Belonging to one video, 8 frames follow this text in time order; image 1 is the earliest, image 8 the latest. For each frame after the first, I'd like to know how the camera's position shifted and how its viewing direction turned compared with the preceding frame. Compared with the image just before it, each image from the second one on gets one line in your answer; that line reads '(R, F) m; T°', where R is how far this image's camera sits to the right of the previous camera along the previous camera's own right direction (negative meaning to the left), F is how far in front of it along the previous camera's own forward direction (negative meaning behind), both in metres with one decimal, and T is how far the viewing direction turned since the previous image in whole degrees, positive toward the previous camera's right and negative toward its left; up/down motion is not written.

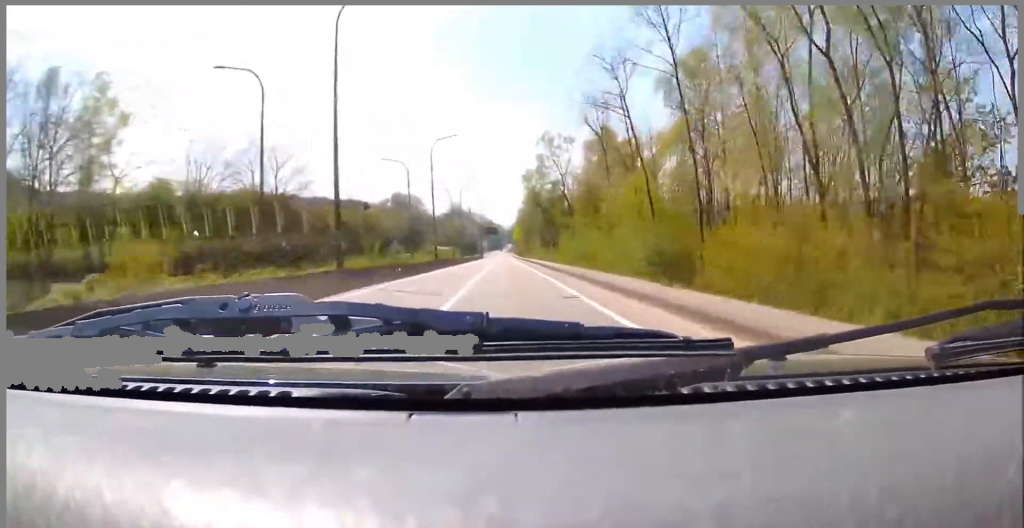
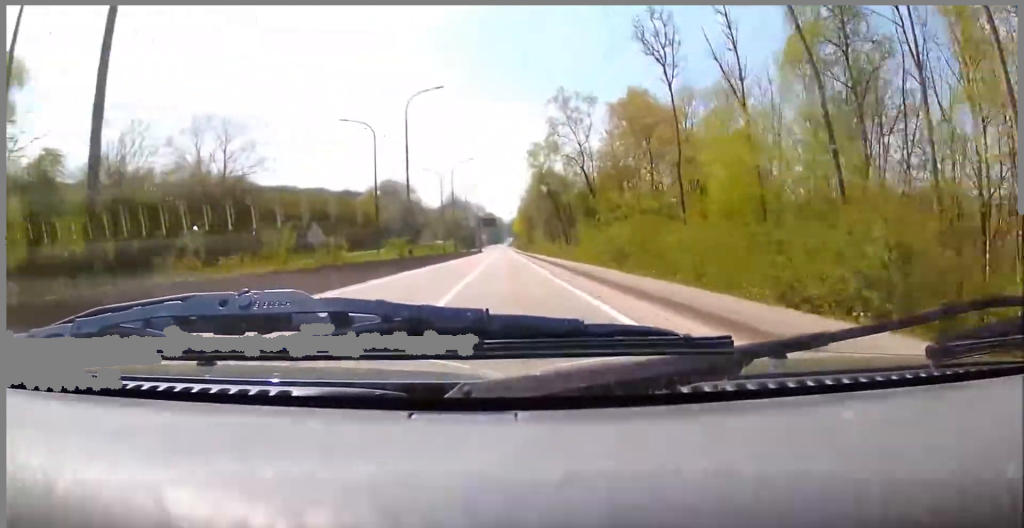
(-0.1, +13.0) m; -3°
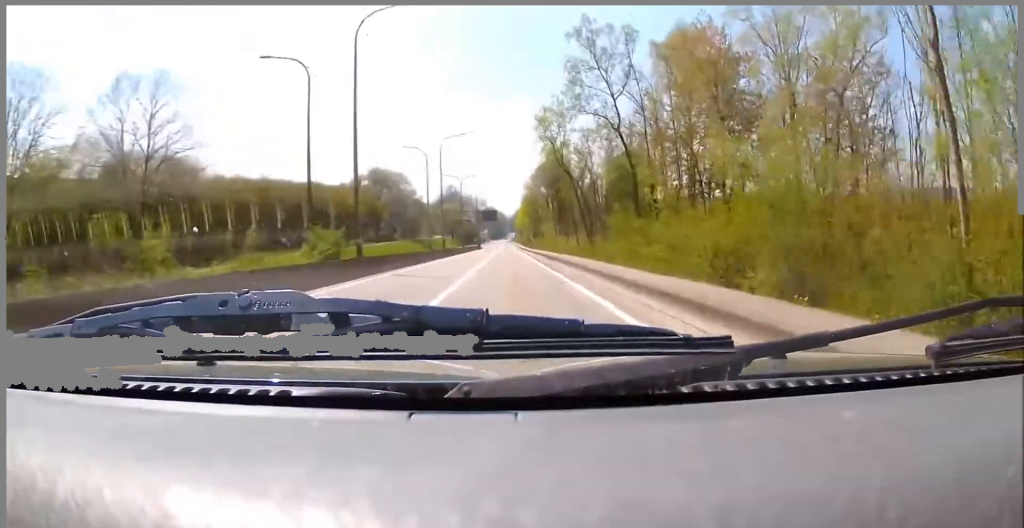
(-0.6, +13.4) m; -3°
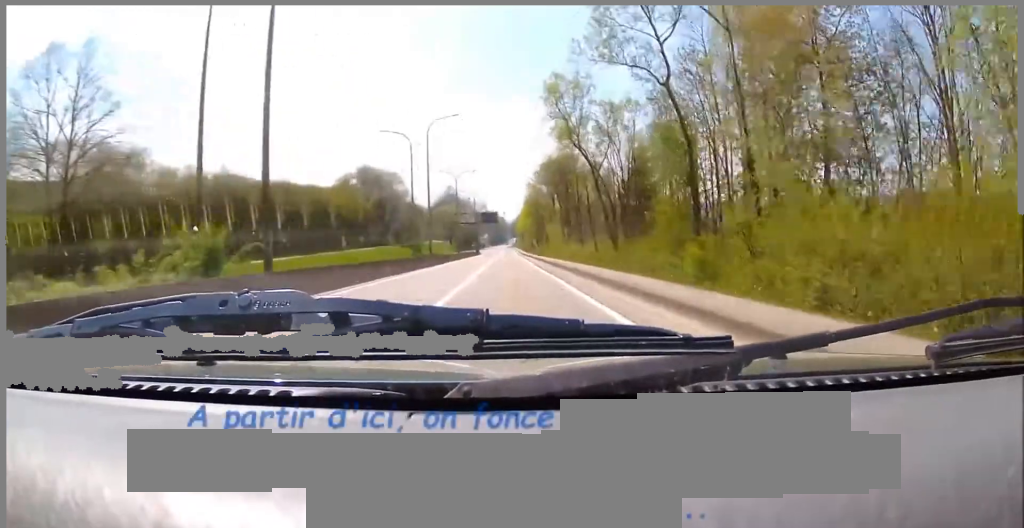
(-0.1, +10.0) m; -1°
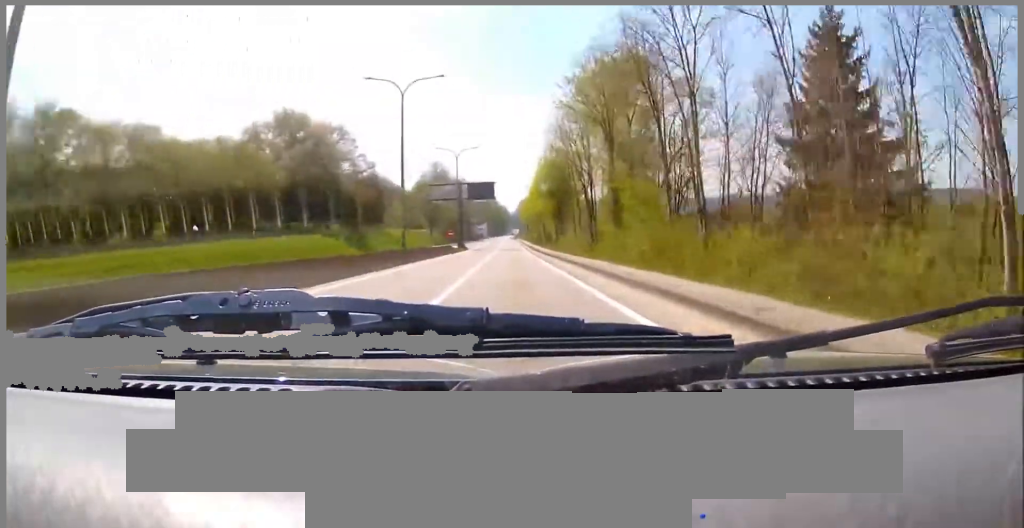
(-0.7, +43.7) m; +1°
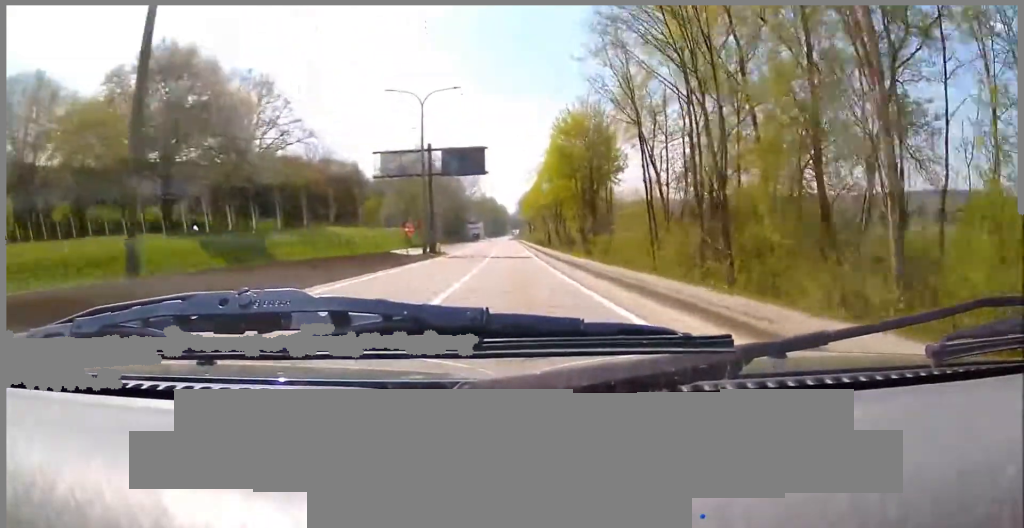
(+0.6, +29.8) m; +2°
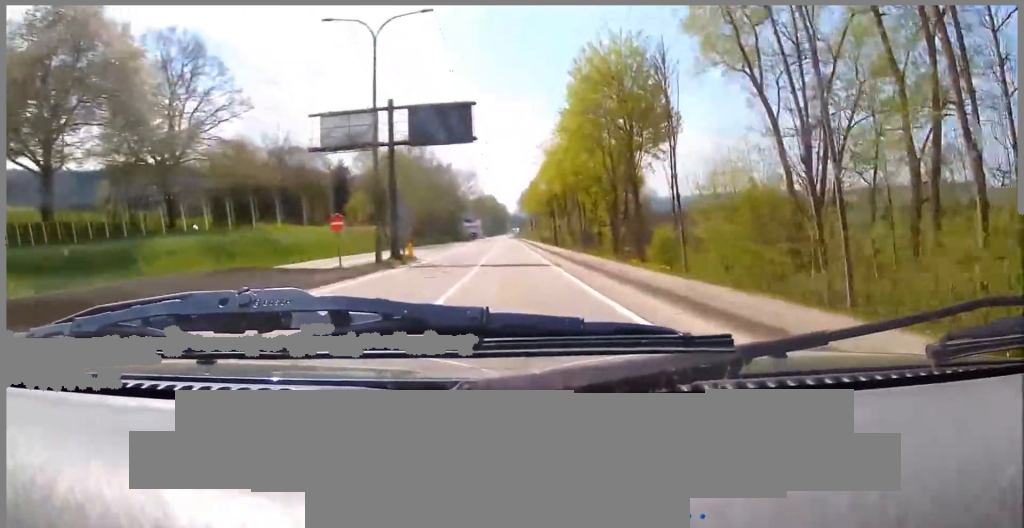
(+0.1, +15.6) m; -1°
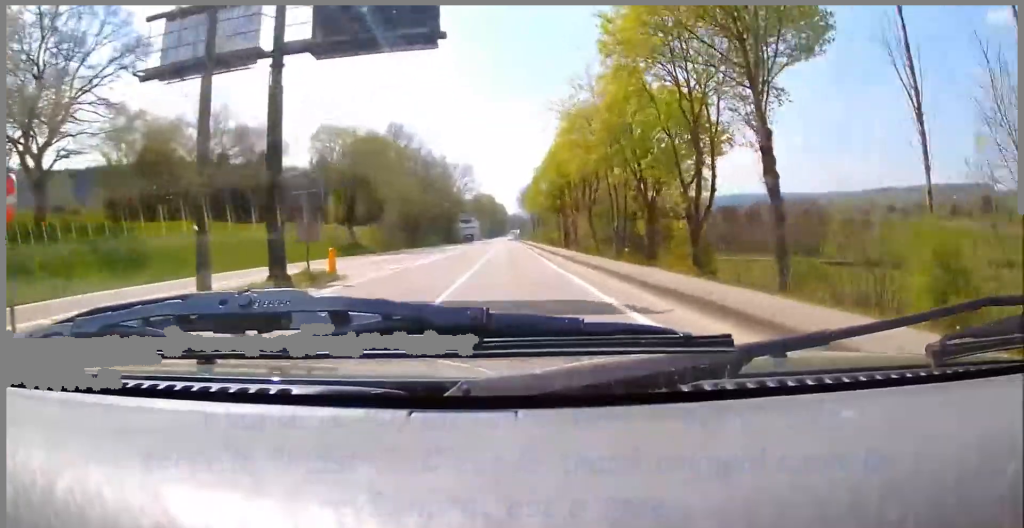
(+0.1, +16.6) m; -2°
